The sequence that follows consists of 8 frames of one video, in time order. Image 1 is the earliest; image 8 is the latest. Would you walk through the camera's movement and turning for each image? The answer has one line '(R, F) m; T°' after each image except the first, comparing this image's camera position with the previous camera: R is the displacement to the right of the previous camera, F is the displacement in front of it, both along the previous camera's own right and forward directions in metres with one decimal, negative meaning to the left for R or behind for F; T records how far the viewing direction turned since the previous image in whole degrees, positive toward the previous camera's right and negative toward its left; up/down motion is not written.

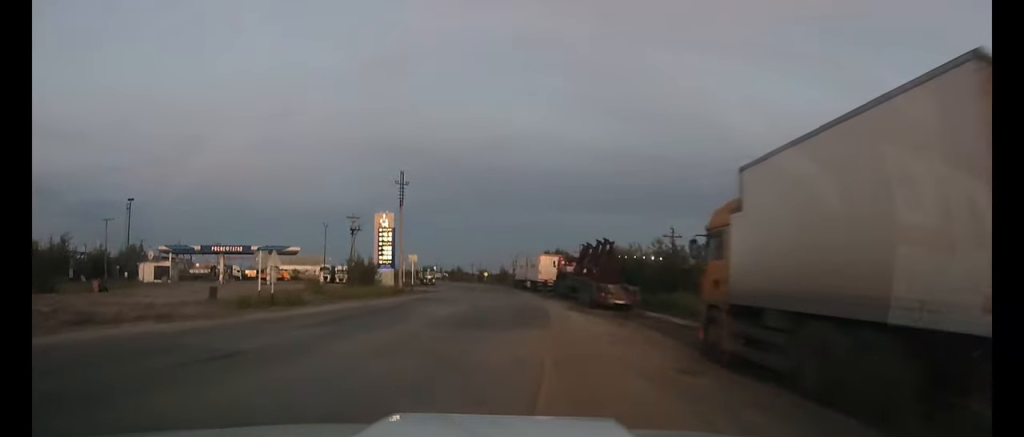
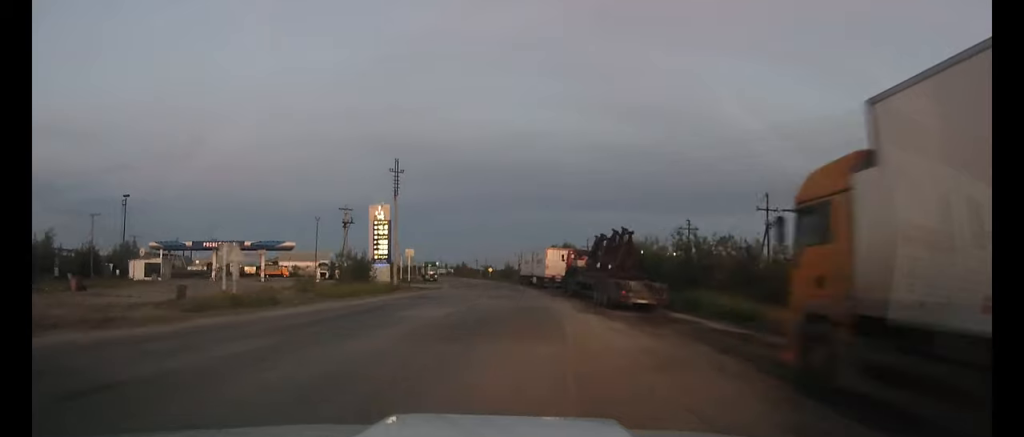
(0.0, +3.9) m; -1°
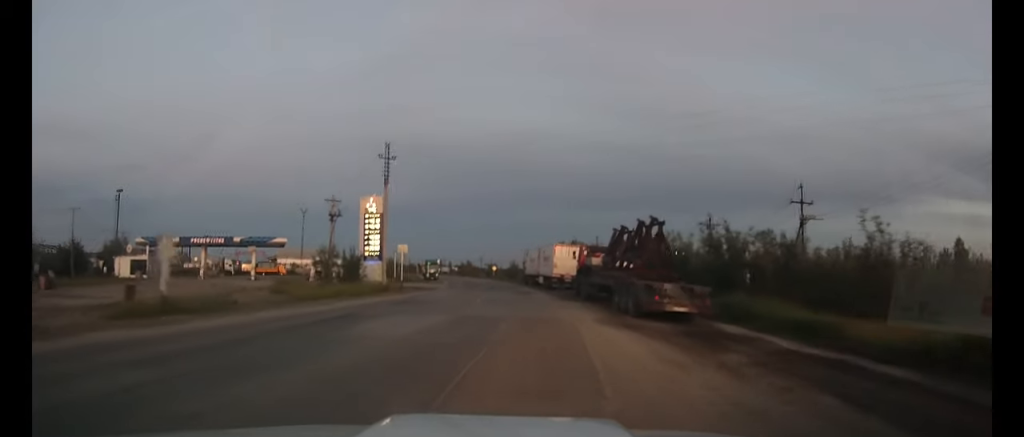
(0.0, +4.6) m; -1°
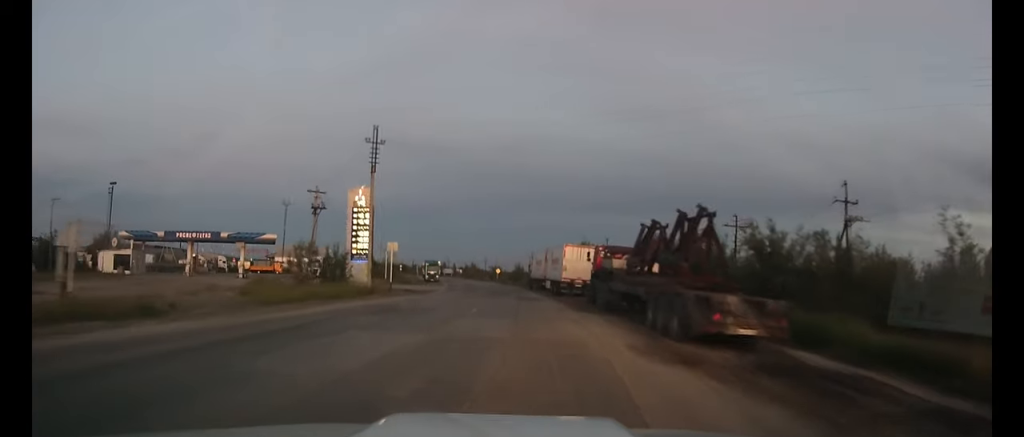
(0.0, +5.1) m; 0°
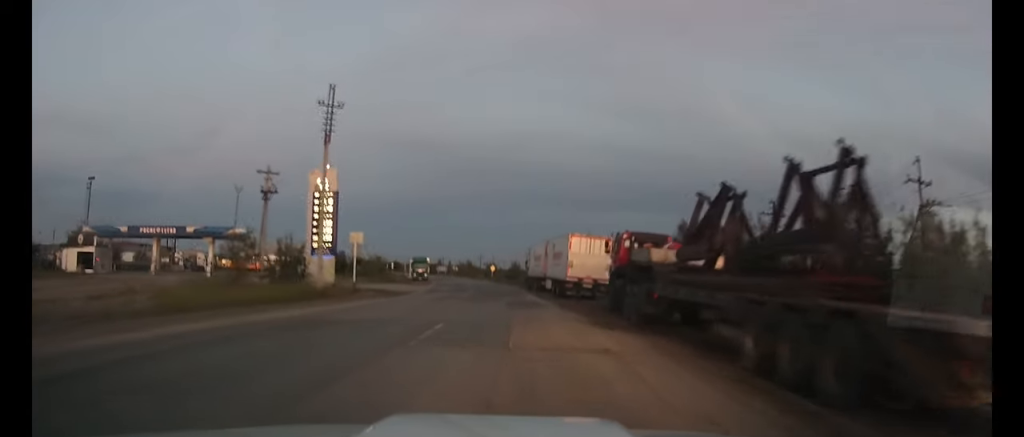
(0.0, +7.8) m; 0°
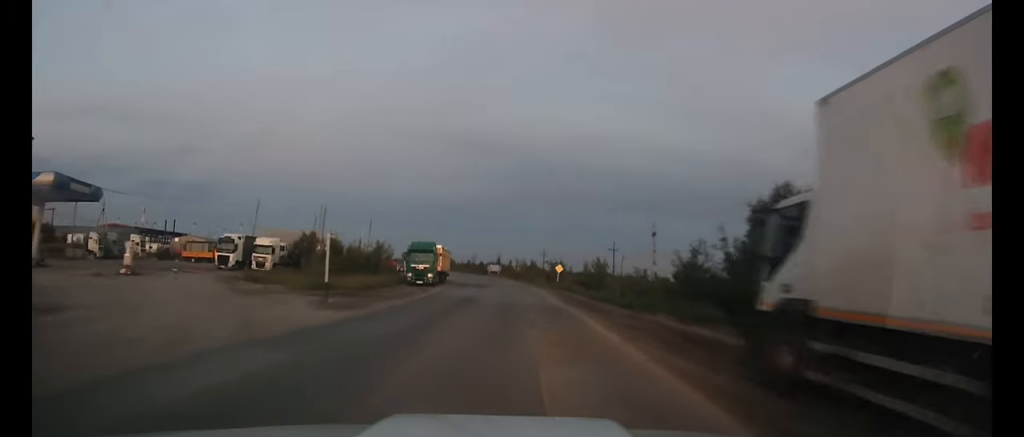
(-1.8, +42.7) m; -6°
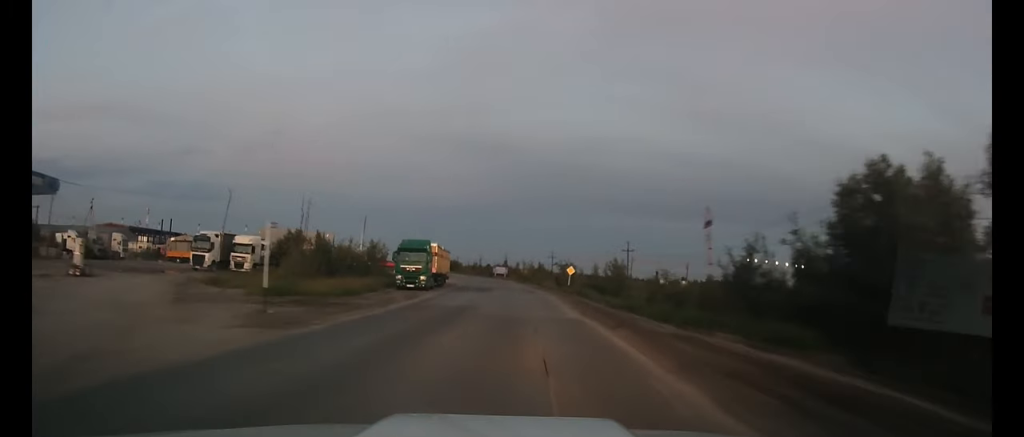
(0.0, +6.4) m; -1°
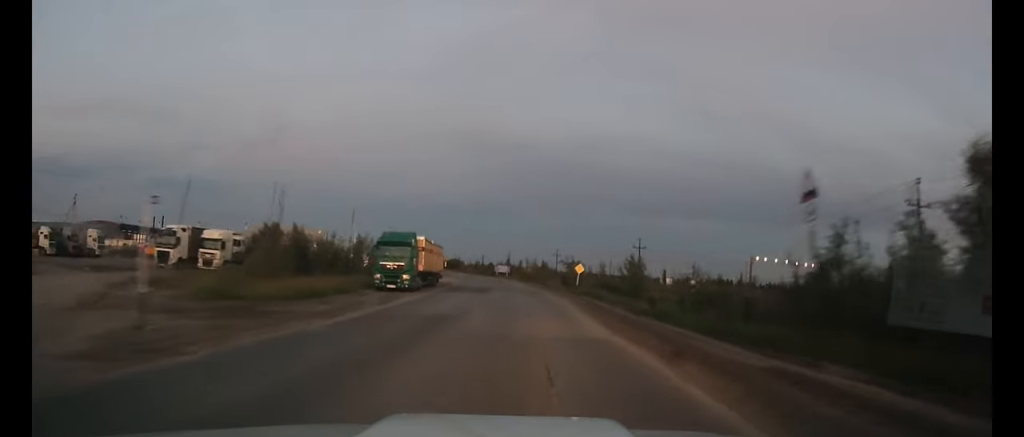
(0.0, +6.6) m; 0°
